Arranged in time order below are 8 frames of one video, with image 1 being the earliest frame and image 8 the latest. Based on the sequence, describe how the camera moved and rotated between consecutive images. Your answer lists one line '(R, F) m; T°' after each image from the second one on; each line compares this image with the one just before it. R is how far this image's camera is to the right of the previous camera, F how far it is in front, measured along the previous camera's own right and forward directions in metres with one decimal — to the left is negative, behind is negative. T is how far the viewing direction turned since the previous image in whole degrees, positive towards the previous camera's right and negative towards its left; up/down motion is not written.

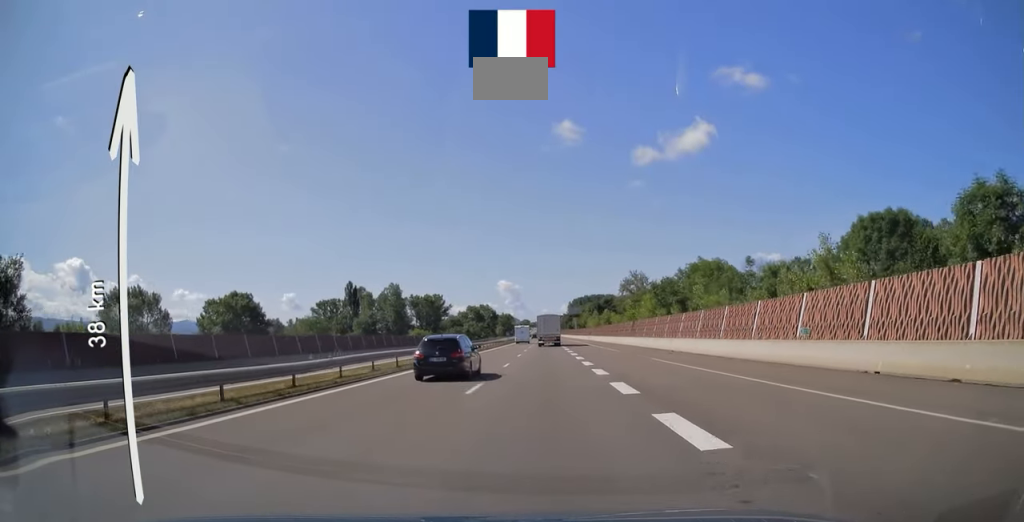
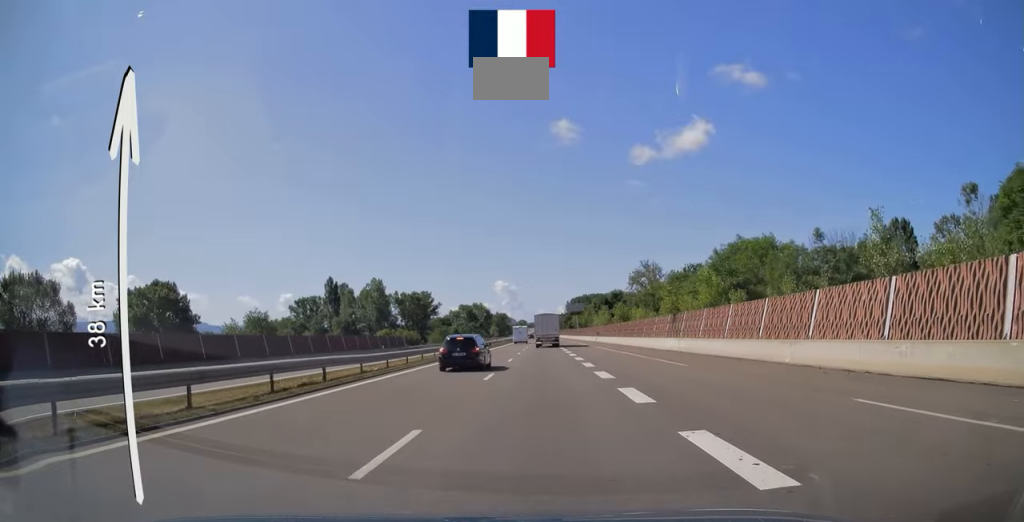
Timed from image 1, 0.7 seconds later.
(0.0, +21.3) m; 0°
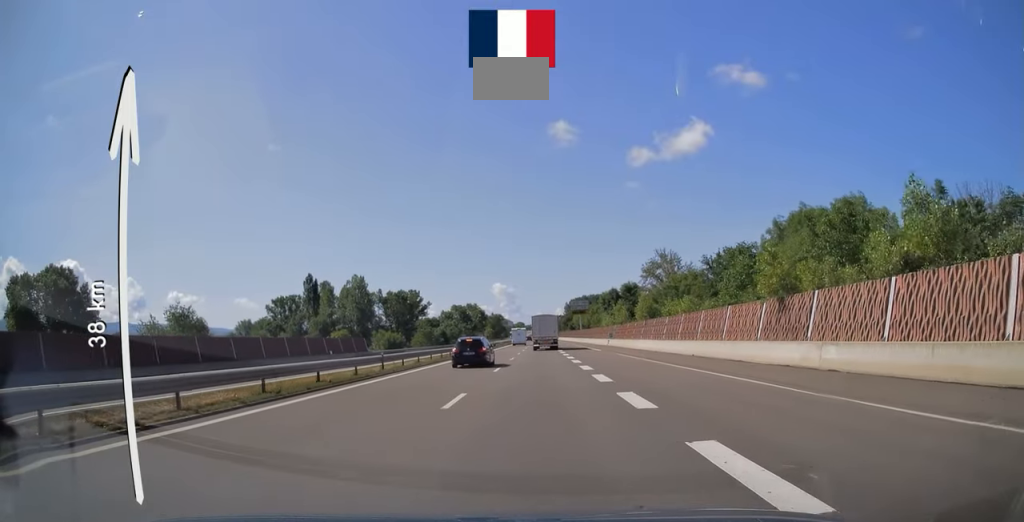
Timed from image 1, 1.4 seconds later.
(+0.1, +20.2) m; 0°
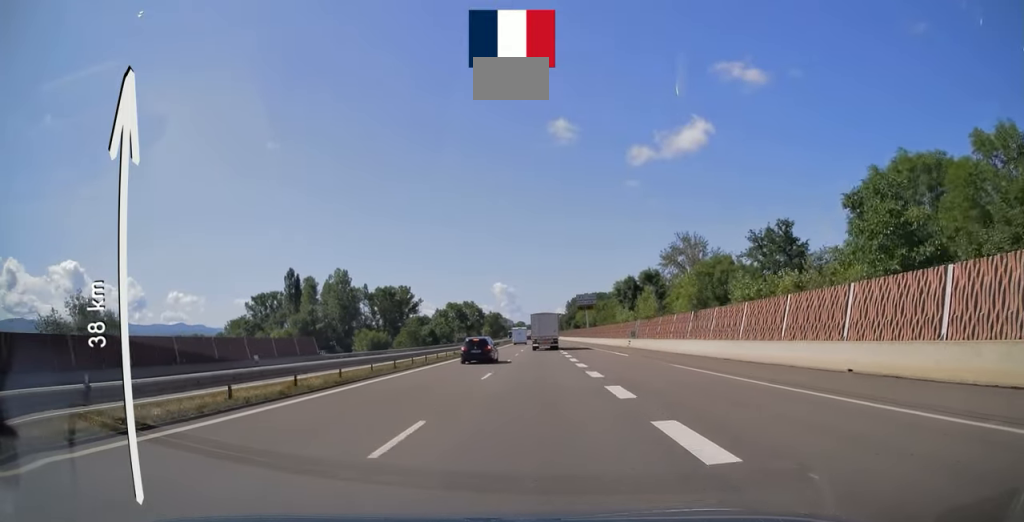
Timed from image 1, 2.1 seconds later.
(+0.1, +17.8) m; 0°
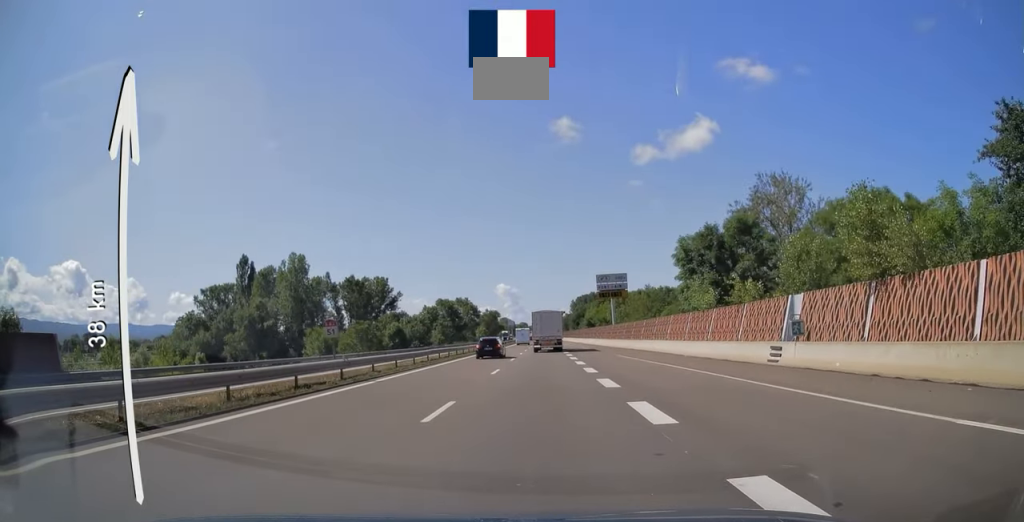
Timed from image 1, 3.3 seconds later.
(-0.1, +36.3) m; 0°
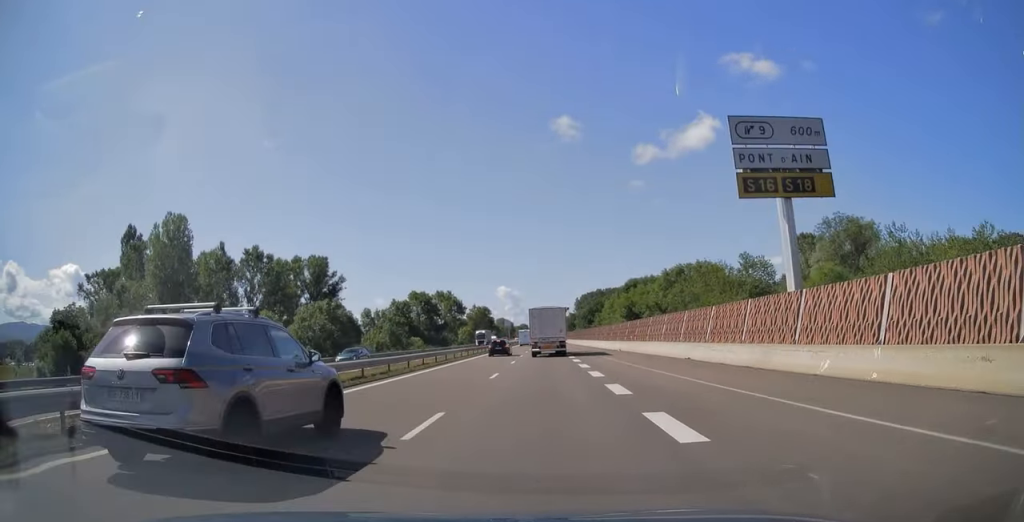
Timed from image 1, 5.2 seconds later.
(0.0, +53.8) m; -1°
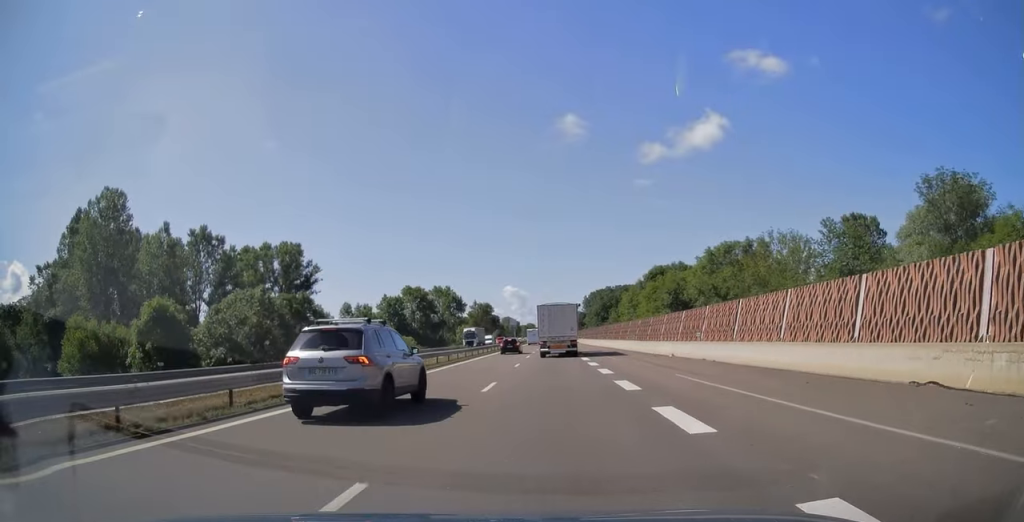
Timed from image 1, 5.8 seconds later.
(-0.1, +18.9) m; 0°
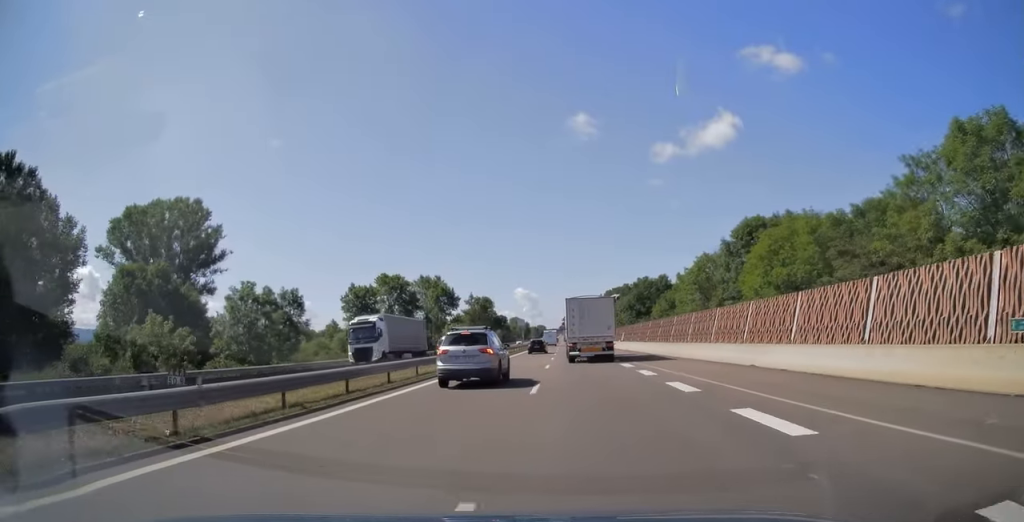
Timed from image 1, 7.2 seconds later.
(-0.1, +39.6) m; -1°
